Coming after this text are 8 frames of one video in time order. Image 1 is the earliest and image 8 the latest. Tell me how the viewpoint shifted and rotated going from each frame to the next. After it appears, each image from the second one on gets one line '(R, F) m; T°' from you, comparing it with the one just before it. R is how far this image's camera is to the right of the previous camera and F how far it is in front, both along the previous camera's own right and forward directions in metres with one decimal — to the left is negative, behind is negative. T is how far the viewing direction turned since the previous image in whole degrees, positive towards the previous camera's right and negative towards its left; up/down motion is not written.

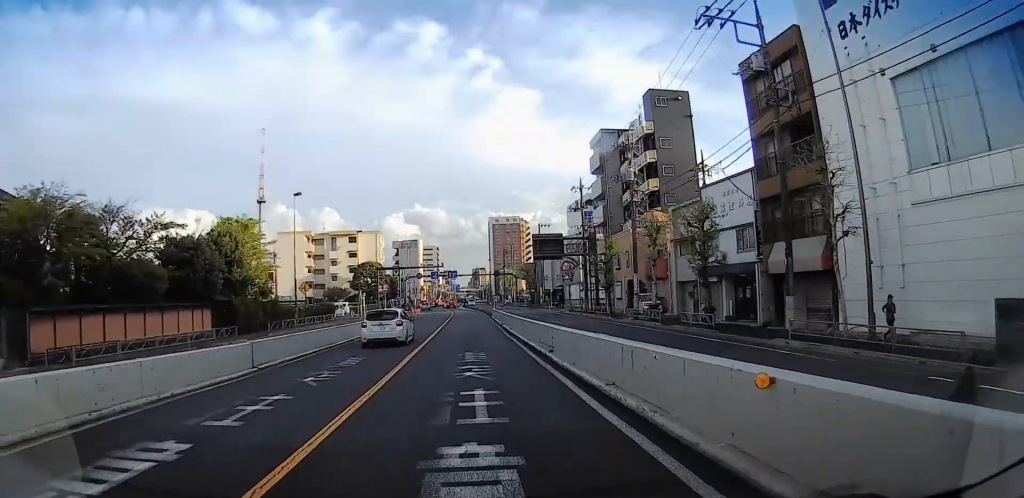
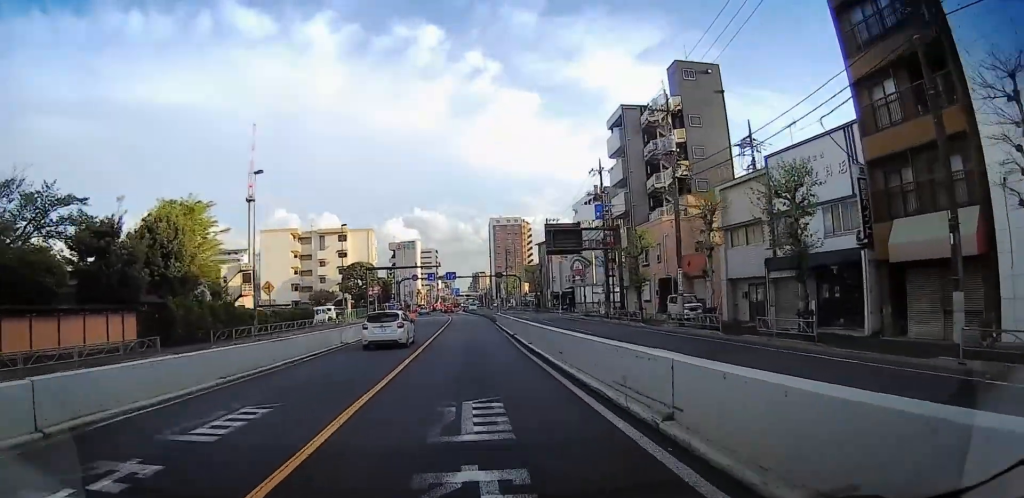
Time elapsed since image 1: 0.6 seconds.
(0.0, +8.8) m; 0°
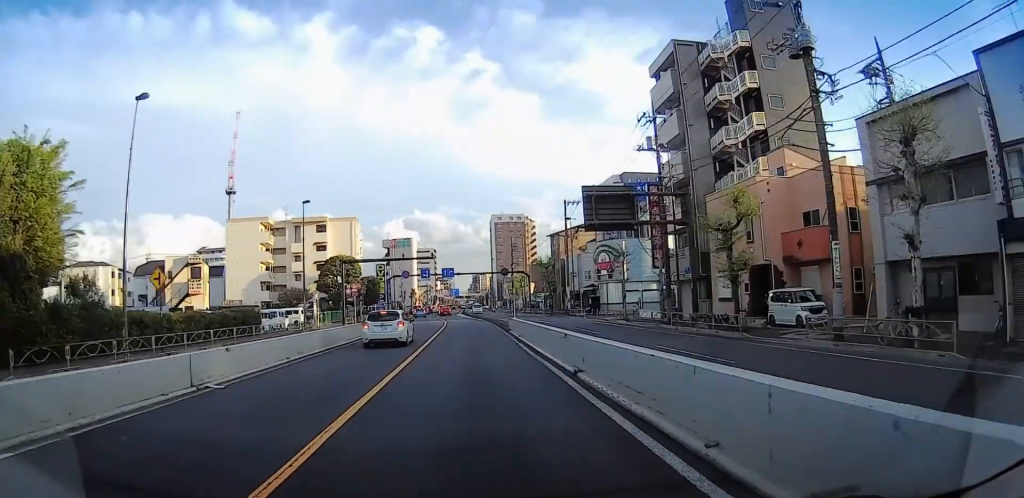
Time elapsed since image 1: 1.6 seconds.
(+0.1, +15.3) m; 0°
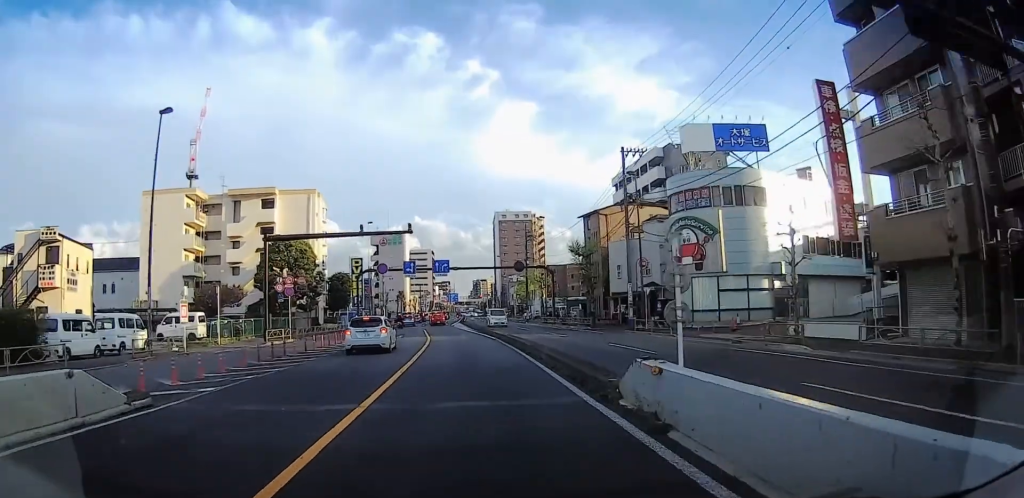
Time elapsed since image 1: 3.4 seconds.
(-0.1, +26.8) m; -1°
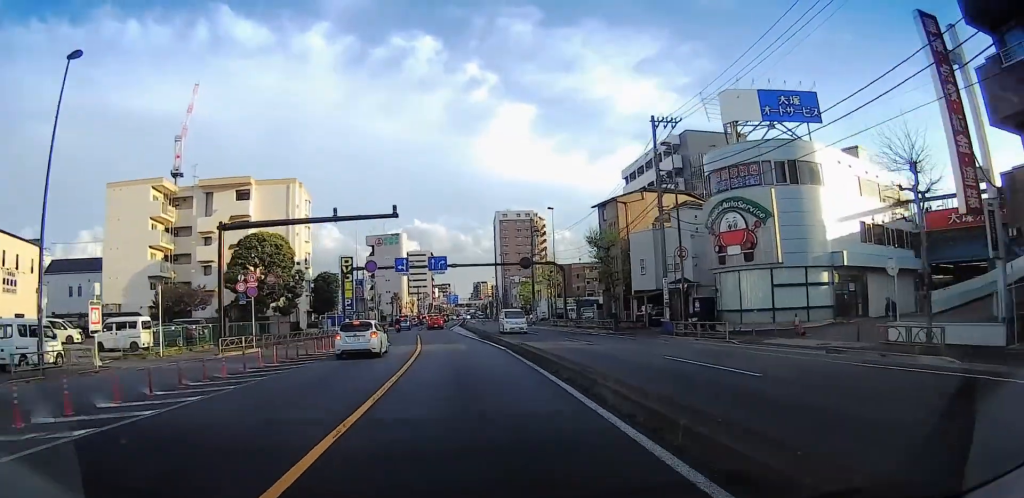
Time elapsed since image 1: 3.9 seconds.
(0.0, +8.1) m; 0°
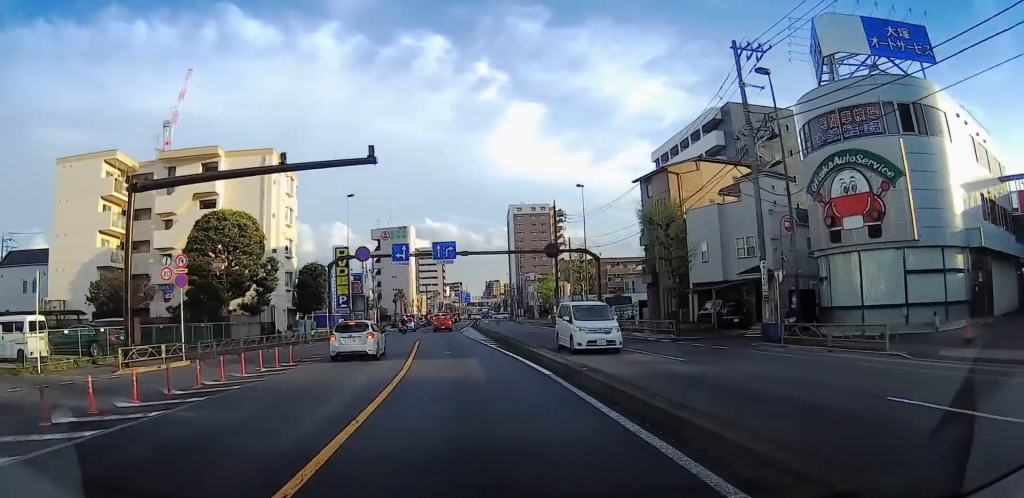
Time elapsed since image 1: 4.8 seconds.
(0.0, +9.9) m; 0°
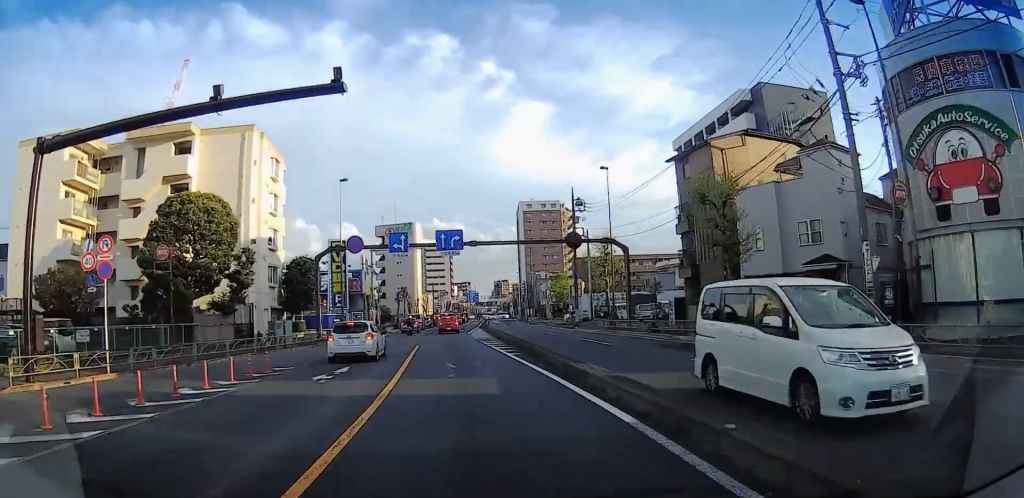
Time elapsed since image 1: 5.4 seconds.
(0.0, +5.4) m; 0°
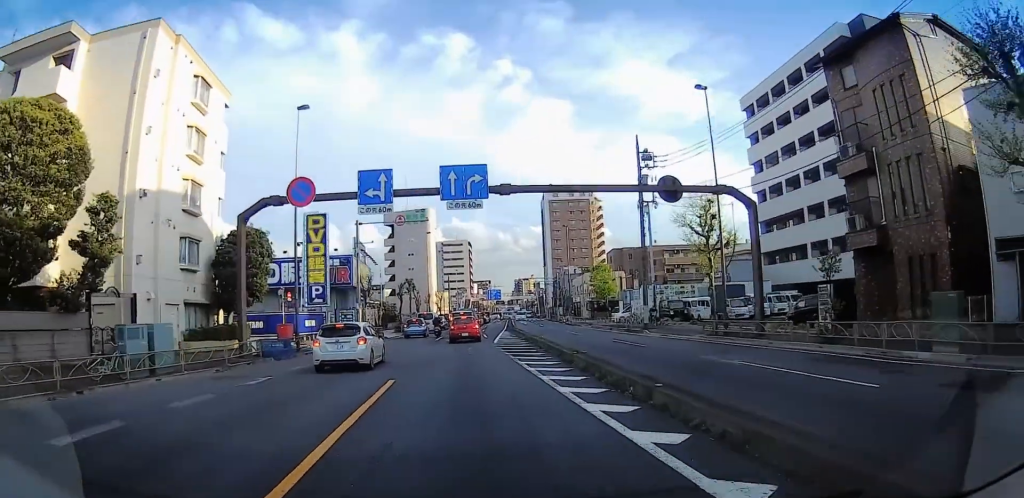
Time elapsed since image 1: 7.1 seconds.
(-0.4, +17.8) m; -3°
